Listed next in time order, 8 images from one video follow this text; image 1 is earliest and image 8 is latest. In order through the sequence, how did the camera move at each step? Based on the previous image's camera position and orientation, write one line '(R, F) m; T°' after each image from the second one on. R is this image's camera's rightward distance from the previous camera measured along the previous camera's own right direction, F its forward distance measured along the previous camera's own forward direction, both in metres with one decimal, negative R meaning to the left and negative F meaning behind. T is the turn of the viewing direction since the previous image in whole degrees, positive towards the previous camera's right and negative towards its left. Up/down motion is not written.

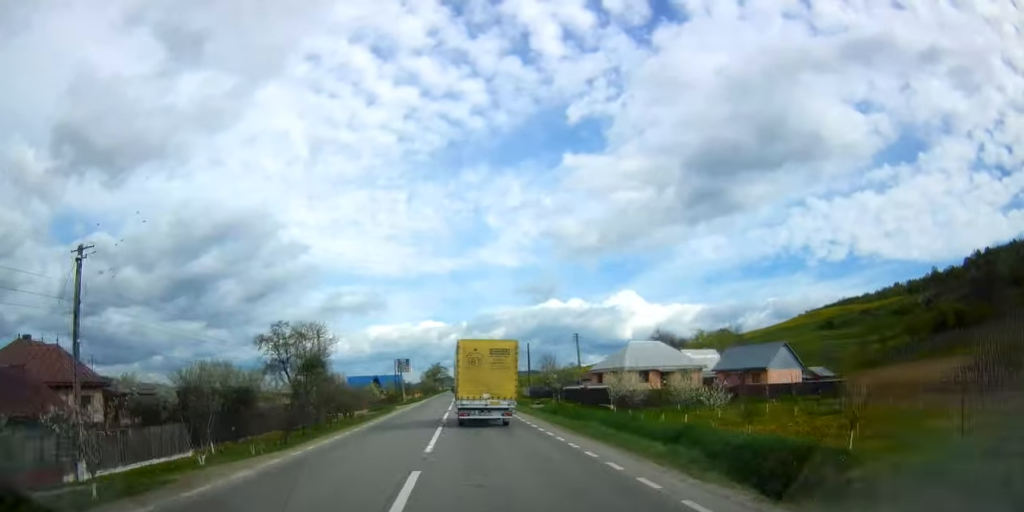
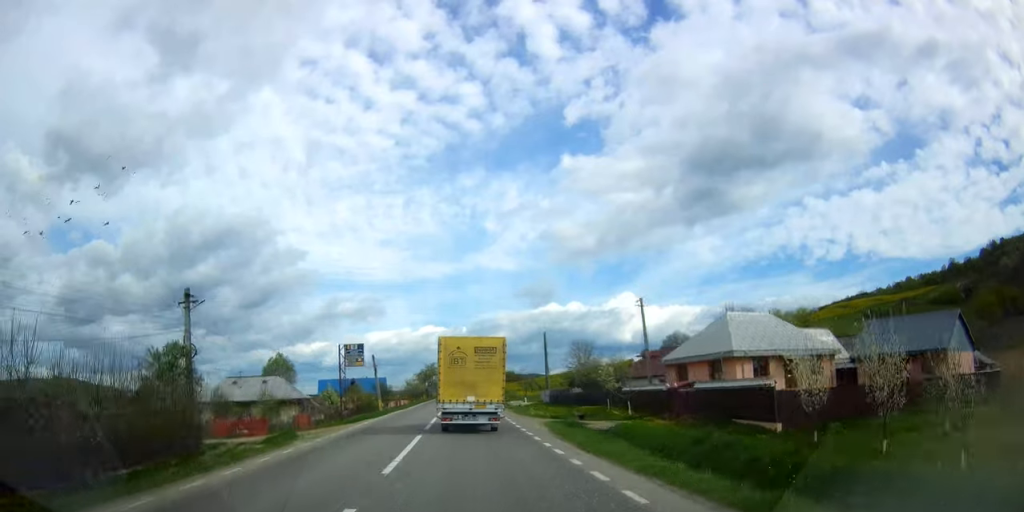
(+0.3, +27.9) m; +1°
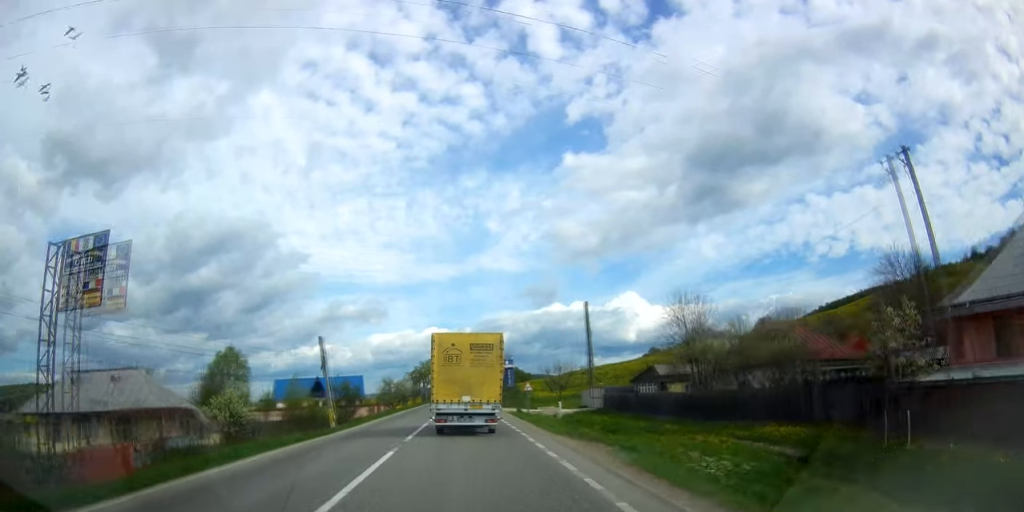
(+0.2, +30.0) m; 0°
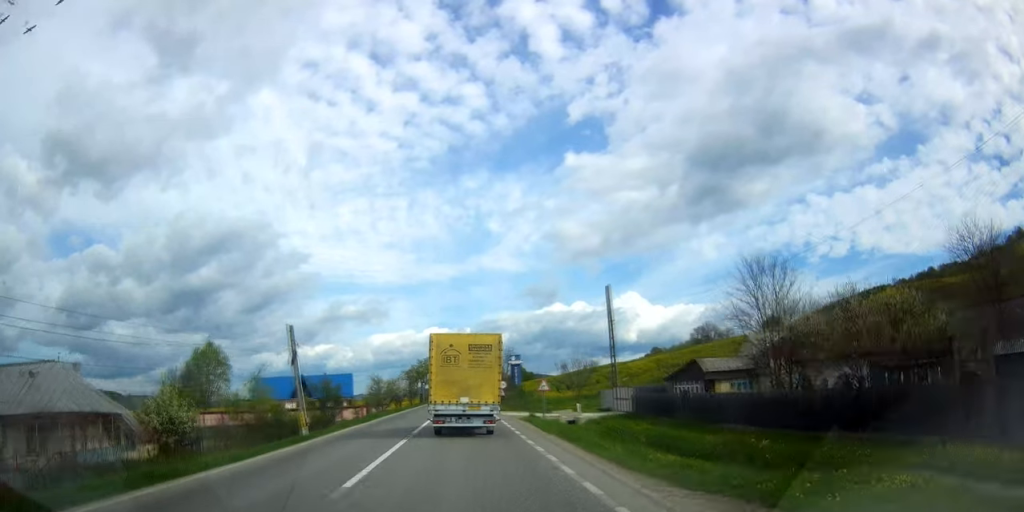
(0.0, +9.2) m; 0°
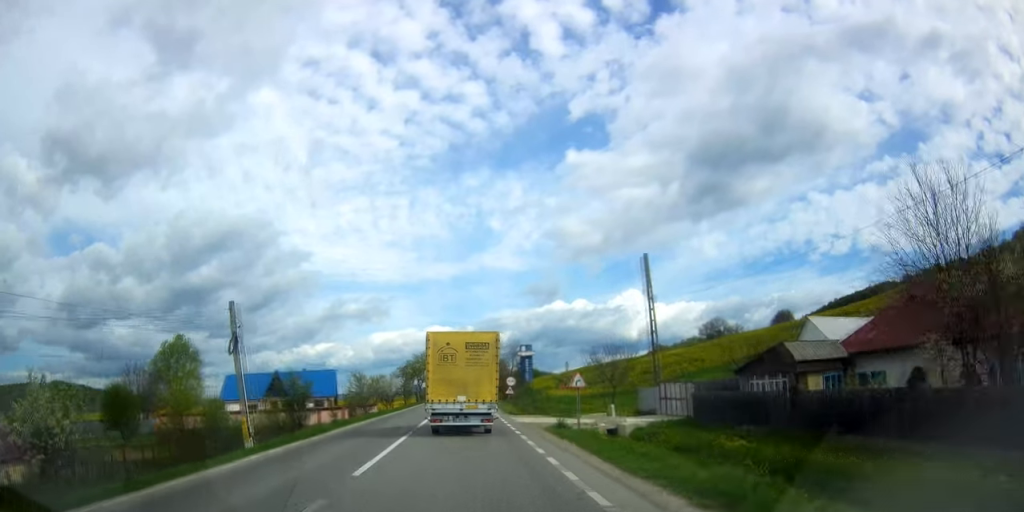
(-0.2, +10.9) m; 0°
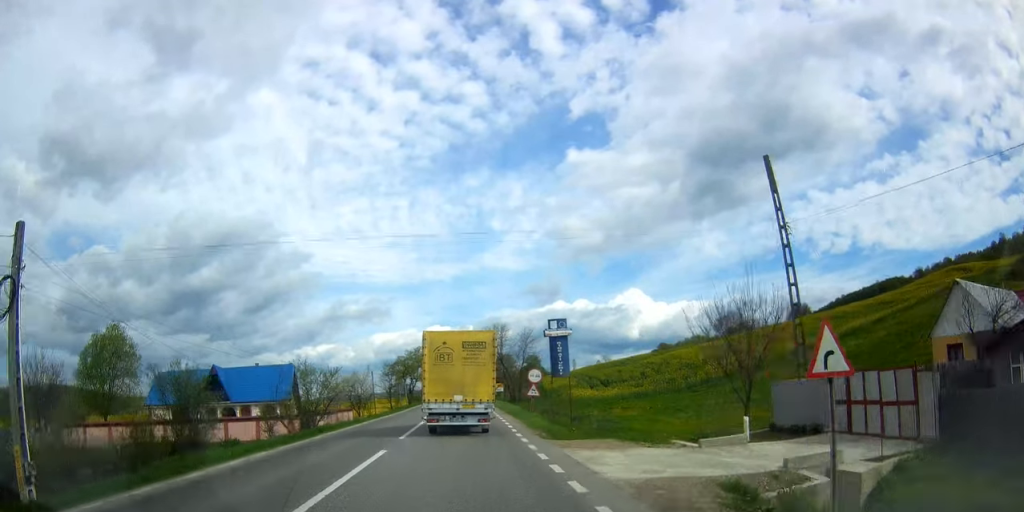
(0.0, +17.9) m; 0°
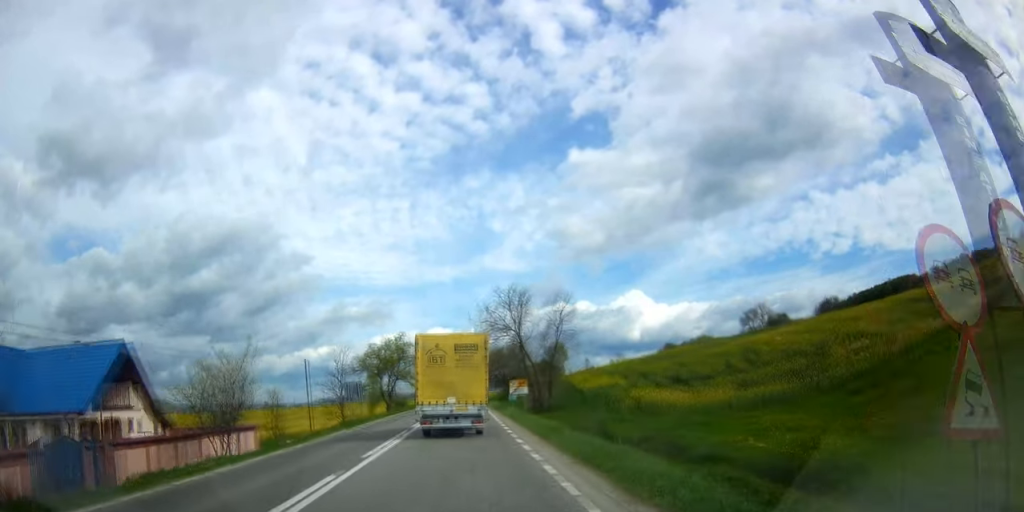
(-0.2, +29.0) m; -1°
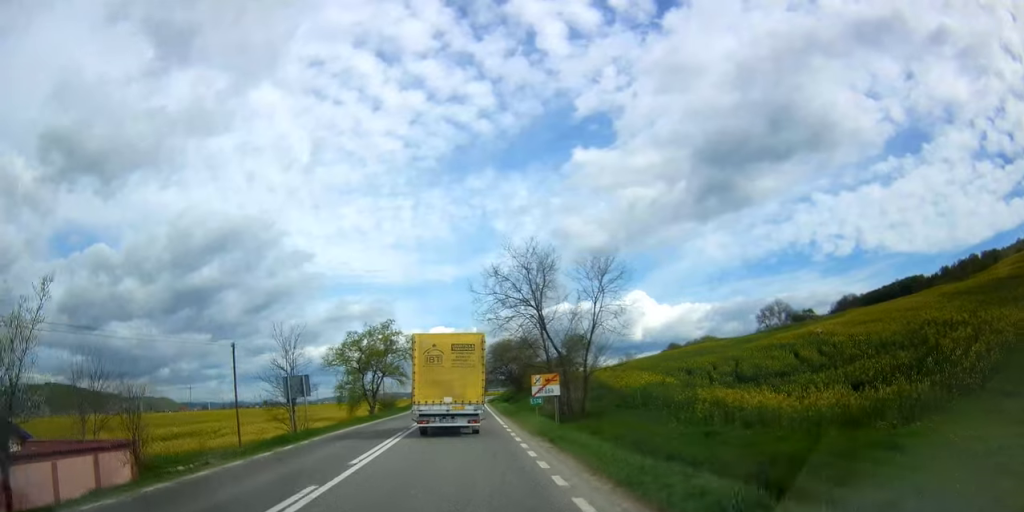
(0.0, +13.8) m; 0°
